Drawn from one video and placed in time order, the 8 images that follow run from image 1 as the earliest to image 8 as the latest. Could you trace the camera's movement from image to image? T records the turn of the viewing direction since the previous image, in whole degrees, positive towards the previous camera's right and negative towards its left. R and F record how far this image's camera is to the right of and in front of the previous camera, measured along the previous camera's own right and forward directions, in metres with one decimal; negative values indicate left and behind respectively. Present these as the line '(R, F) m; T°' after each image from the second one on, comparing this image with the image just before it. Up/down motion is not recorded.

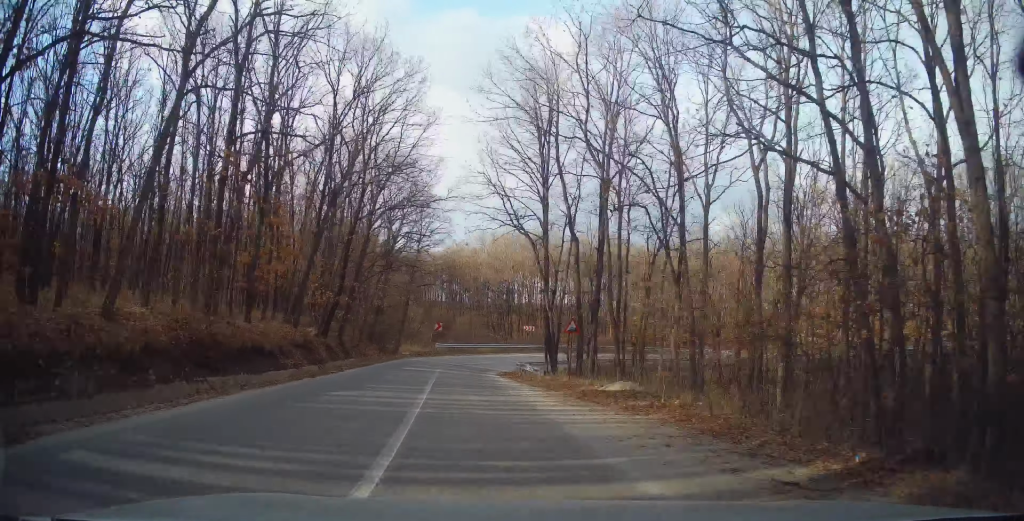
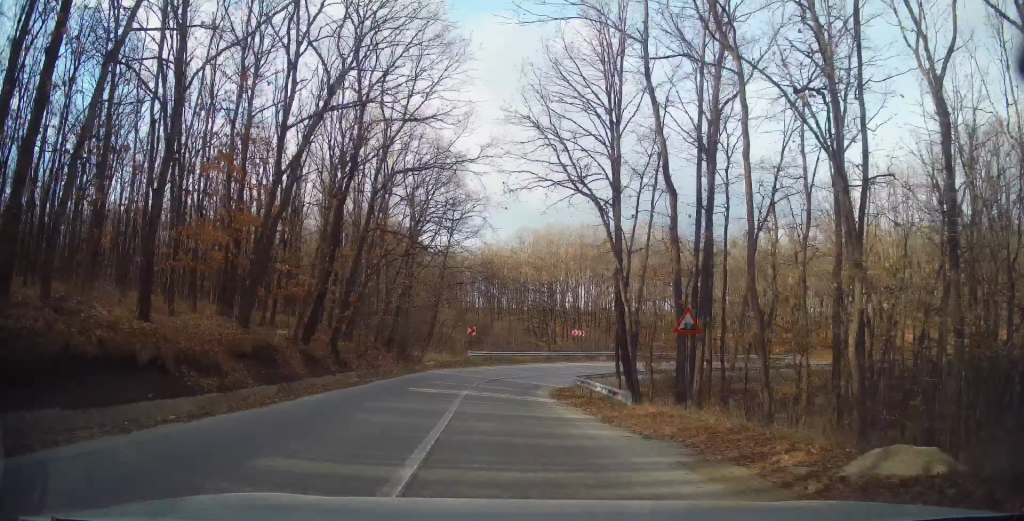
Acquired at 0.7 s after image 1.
(-0.7, +9.2) m; -4°
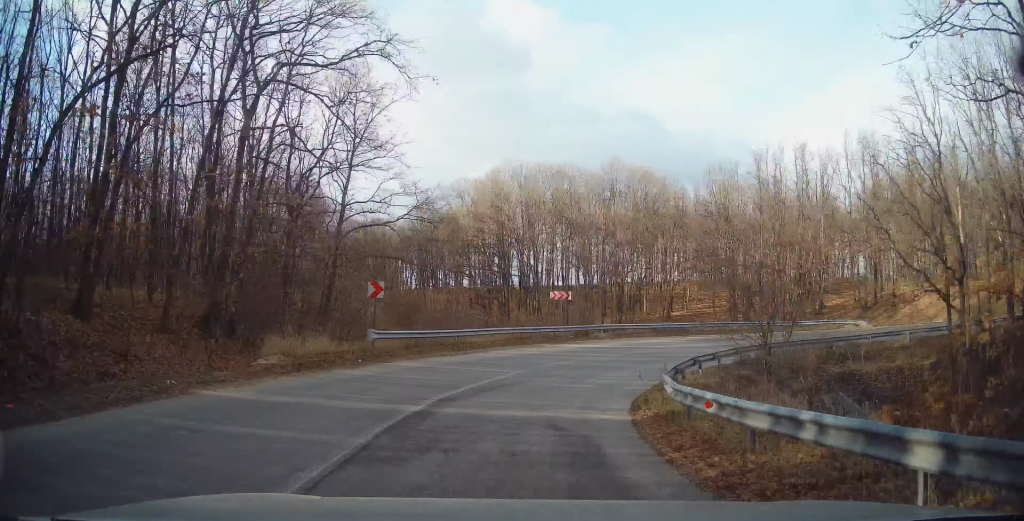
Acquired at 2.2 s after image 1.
(-0.7, +21.1) m; +3°
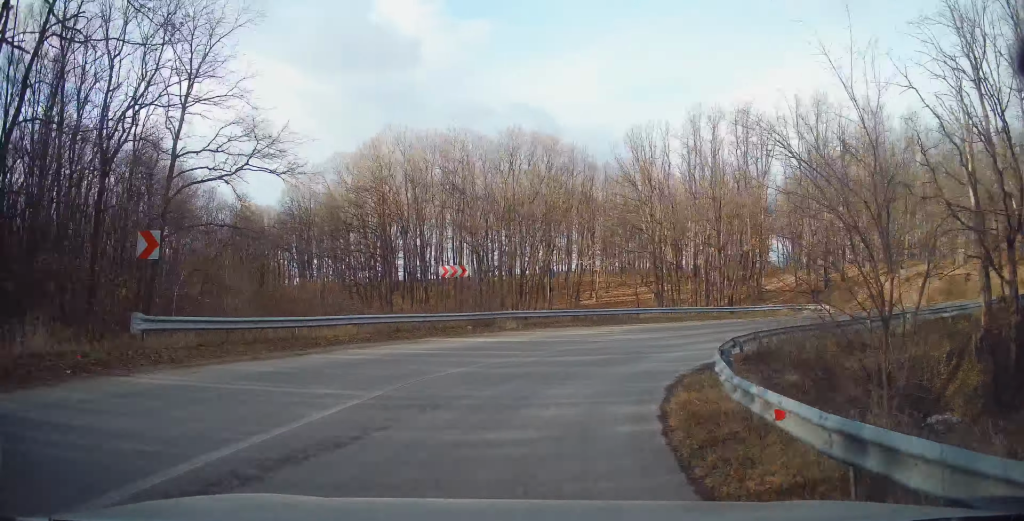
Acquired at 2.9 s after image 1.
(0.0, +8.7) m; +8°
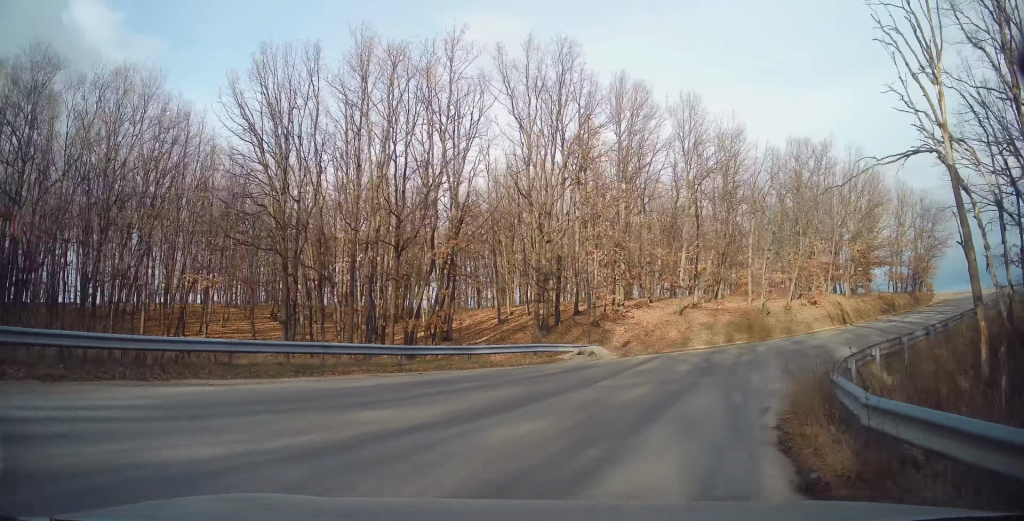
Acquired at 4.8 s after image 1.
(+5.7, +18.0) m; +39°
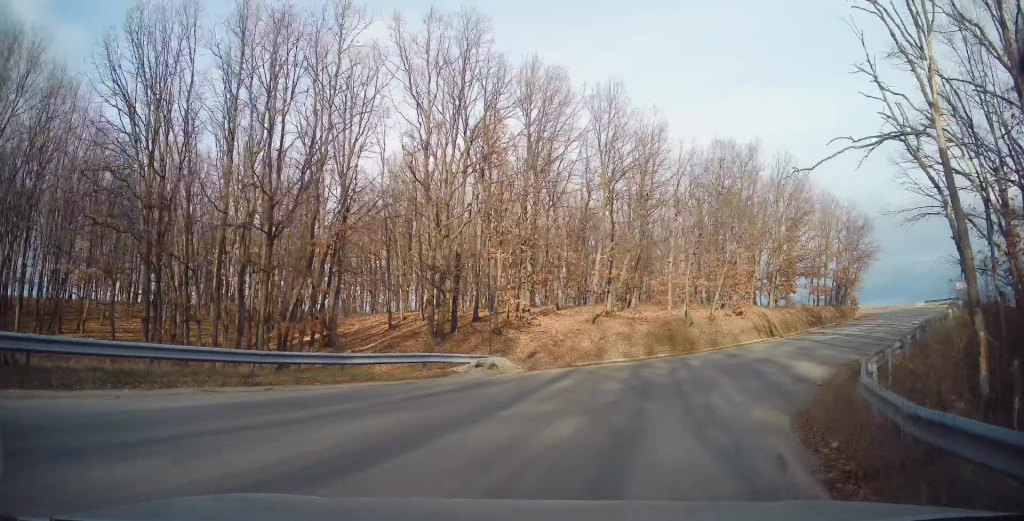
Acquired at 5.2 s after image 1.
(+0.4, +3.7) m; +11°
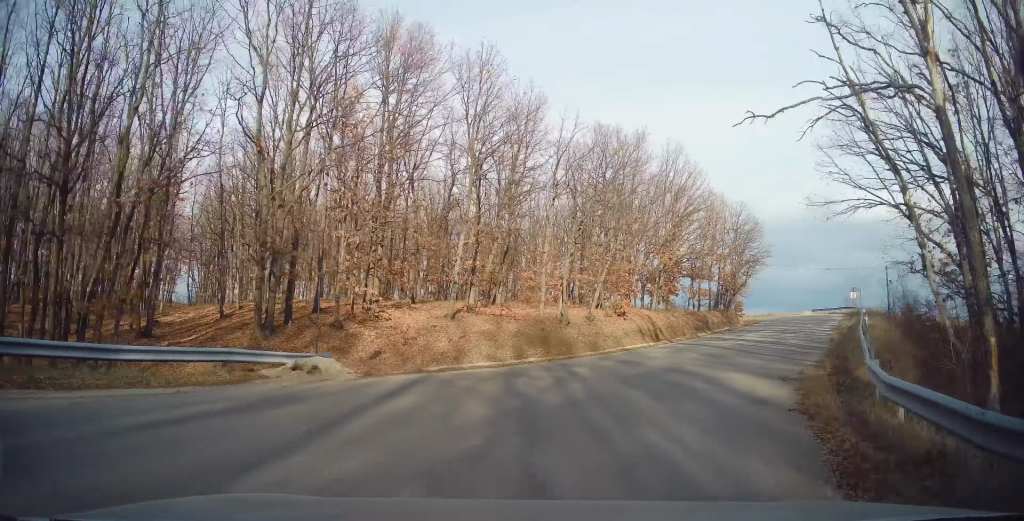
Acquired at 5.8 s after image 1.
(+0.7, +4.9) m; +15°
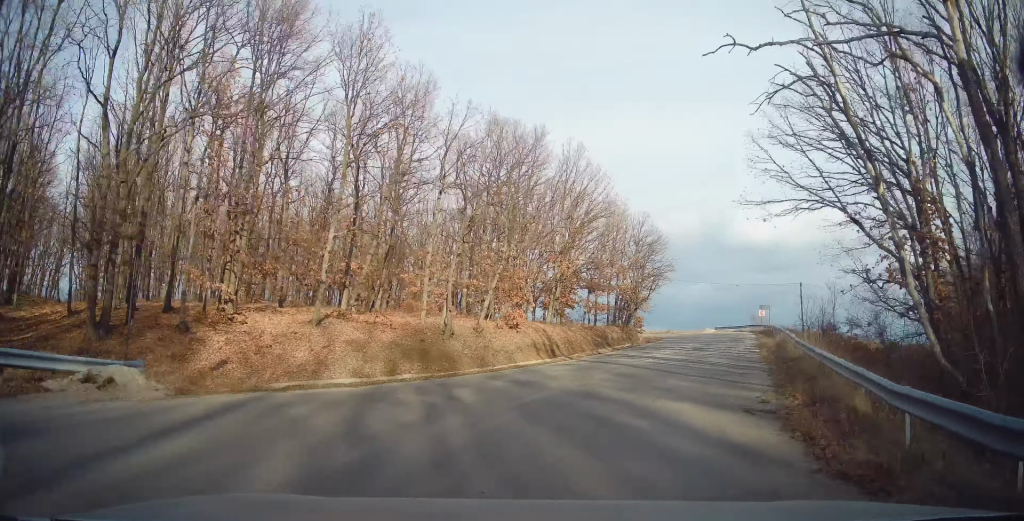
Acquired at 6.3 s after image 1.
(+0.6, +3.9) m; +10°
